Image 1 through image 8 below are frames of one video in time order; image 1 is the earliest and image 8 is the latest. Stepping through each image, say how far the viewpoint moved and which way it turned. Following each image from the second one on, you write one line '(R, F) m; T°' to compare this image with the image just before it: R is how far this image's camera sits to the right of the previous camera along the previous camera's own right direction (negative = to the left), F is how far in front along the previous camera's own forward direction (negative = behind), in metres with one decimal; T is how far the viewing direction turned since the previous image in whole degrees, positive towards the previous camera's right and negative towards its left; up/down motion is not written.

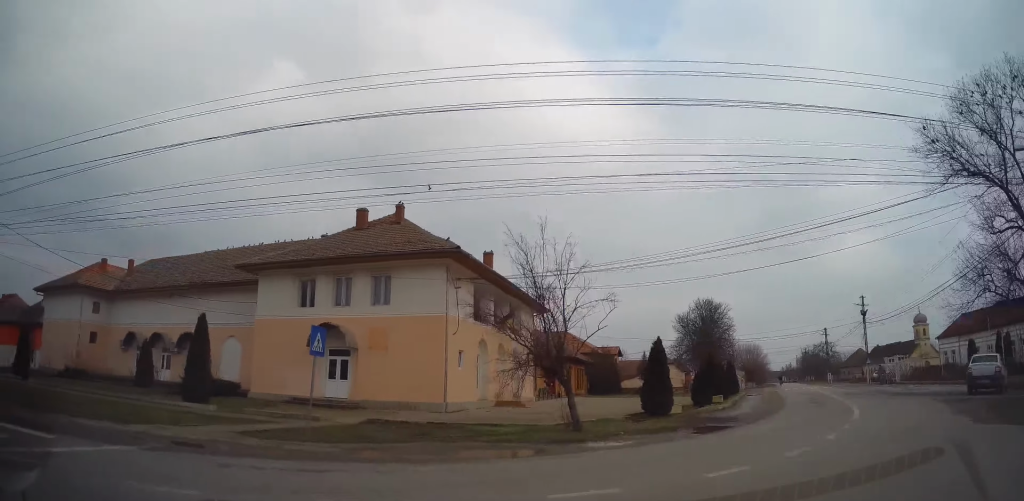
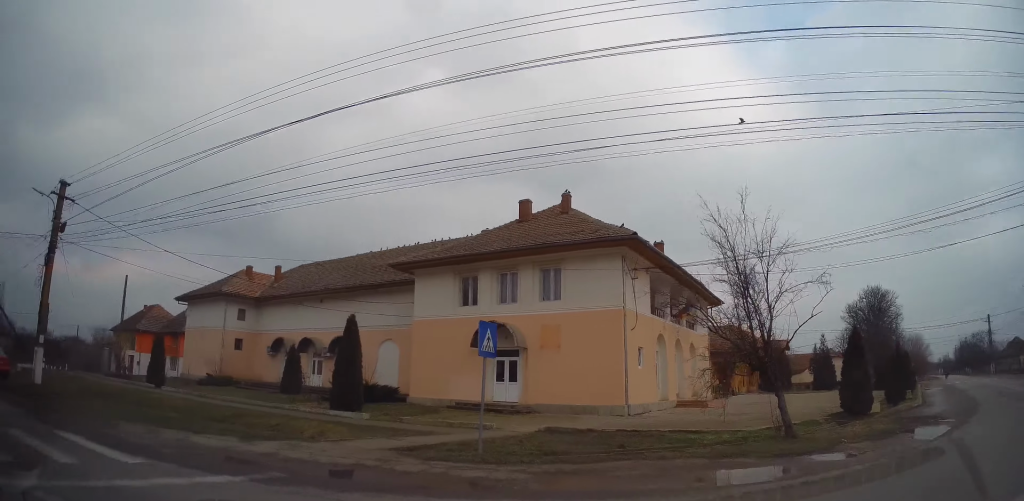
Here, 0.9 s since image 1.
(-0.9, +2.8) m; -31°
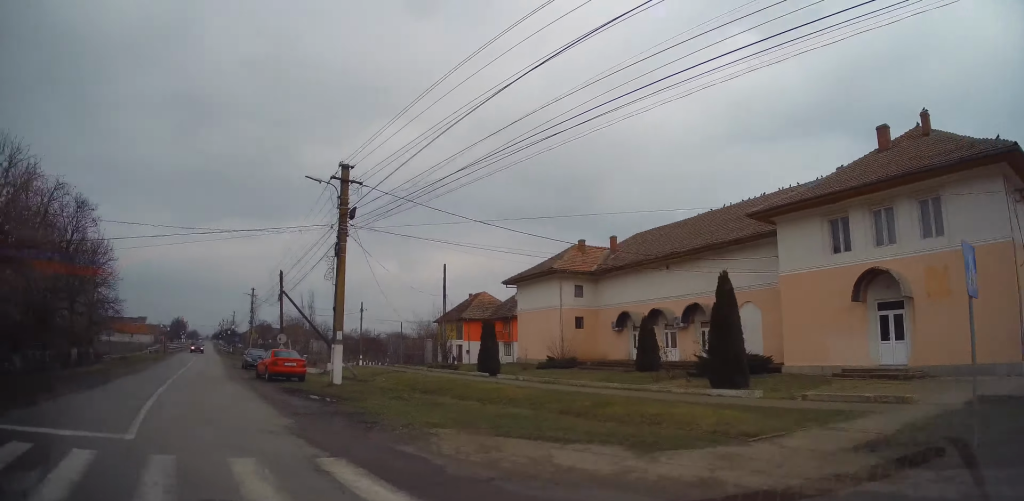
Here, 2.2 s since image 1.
(-1.2, +4.1) m; -26°
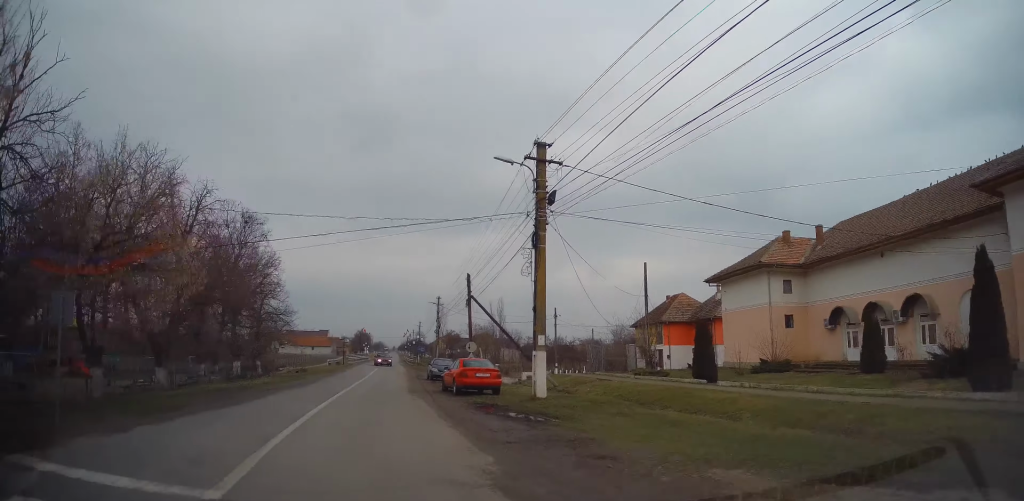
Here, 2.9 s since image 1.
(-0.2, +2.7) m; -12°
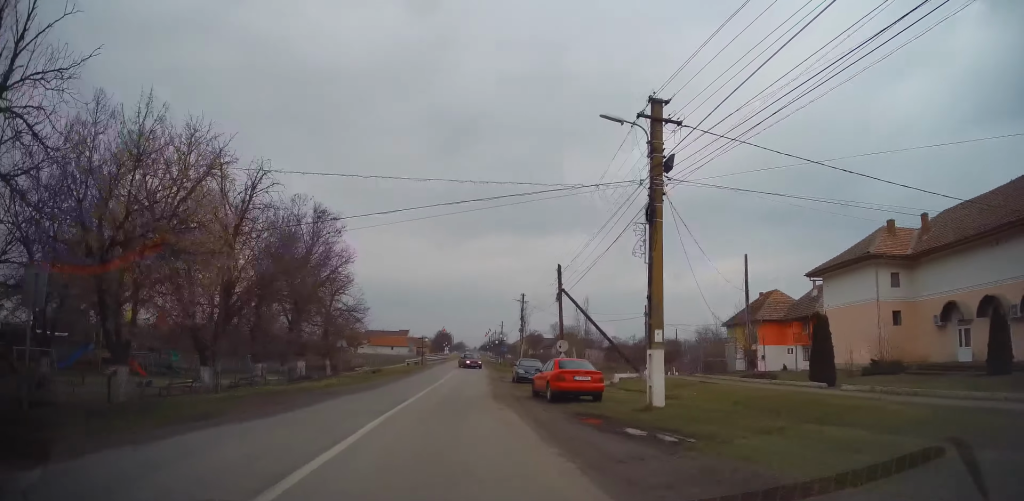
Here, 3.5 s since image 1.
(-0.3, +2.7) m; -7°
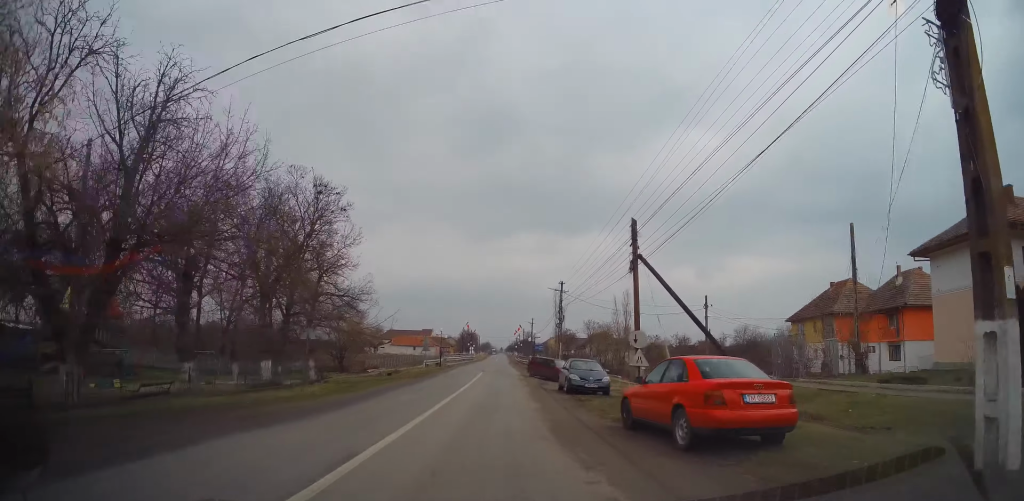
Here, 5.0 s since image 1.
(-0.6, +8.3) m; -1°
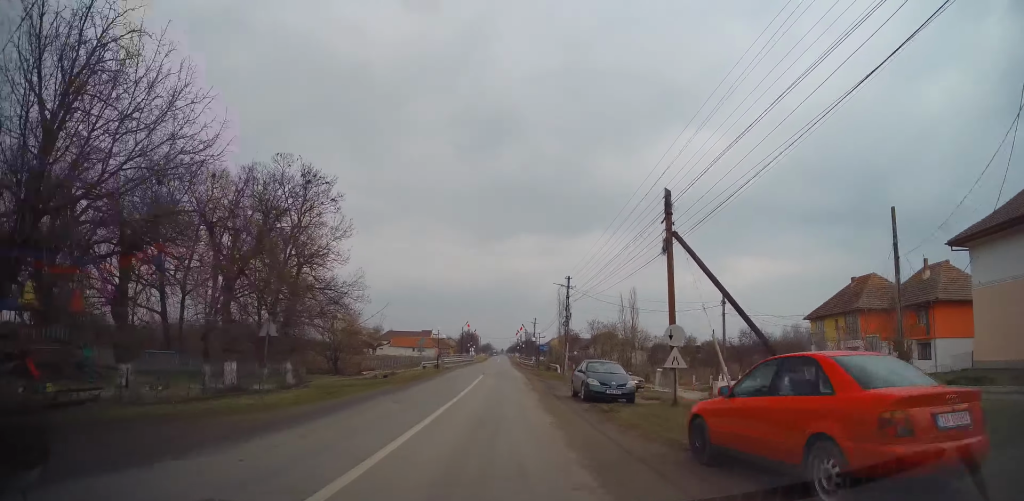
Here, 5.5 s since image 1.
(+0.3, +3.6) m; +1°
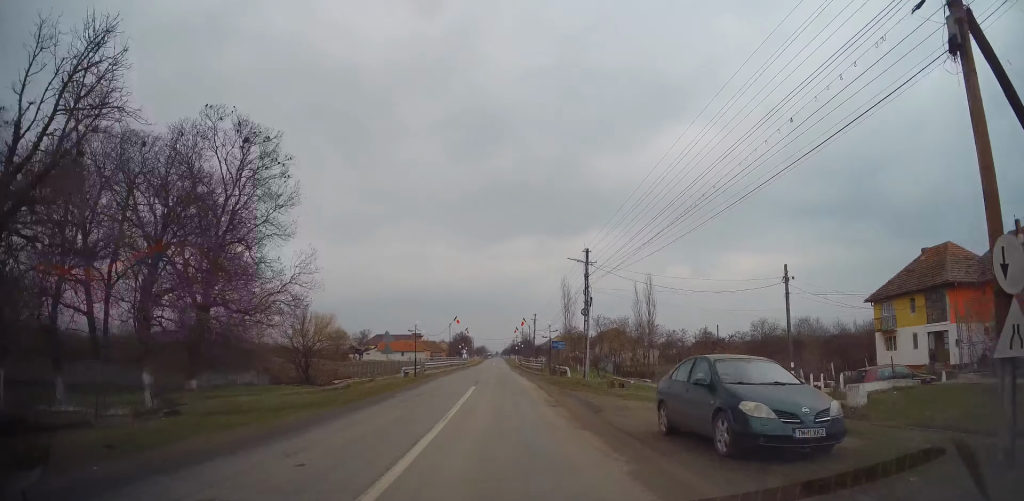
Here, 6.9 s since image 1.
(-0.2, +10.6) m; -1°
